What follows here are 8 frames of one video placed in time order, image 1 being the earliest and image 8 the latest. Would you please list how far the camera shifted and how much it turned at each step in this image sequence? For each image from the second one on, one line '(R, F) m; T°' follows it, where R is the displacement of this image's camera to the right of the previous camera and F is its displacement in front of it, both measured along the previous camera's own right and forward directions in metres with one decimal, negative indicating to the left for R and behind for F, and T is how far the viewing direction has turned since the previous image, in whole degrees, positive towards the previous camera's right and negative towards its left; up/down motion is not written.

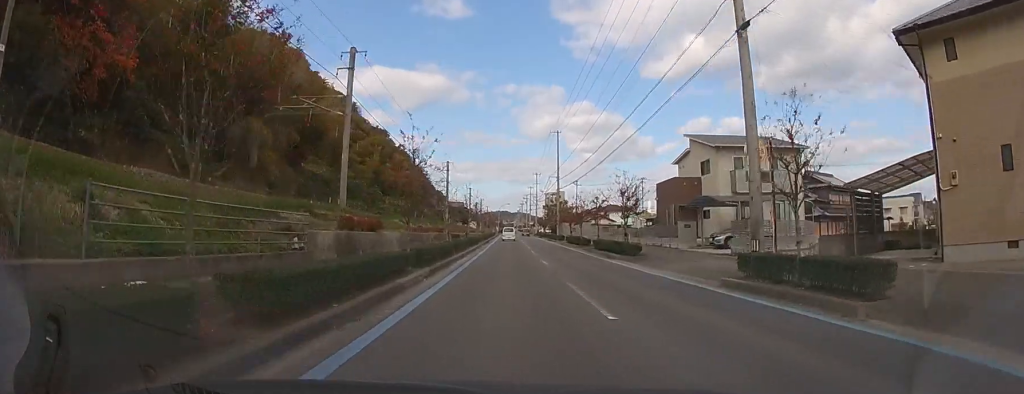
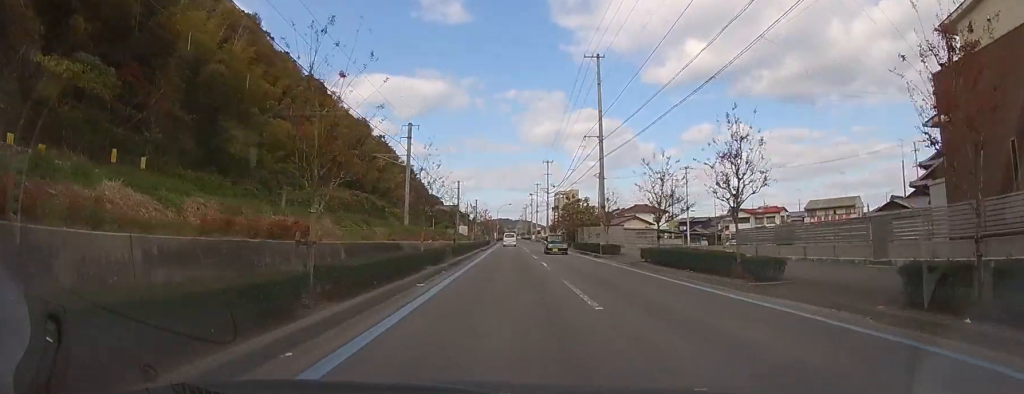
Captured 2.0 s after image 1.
(+0.2, +29.0) m; 0°
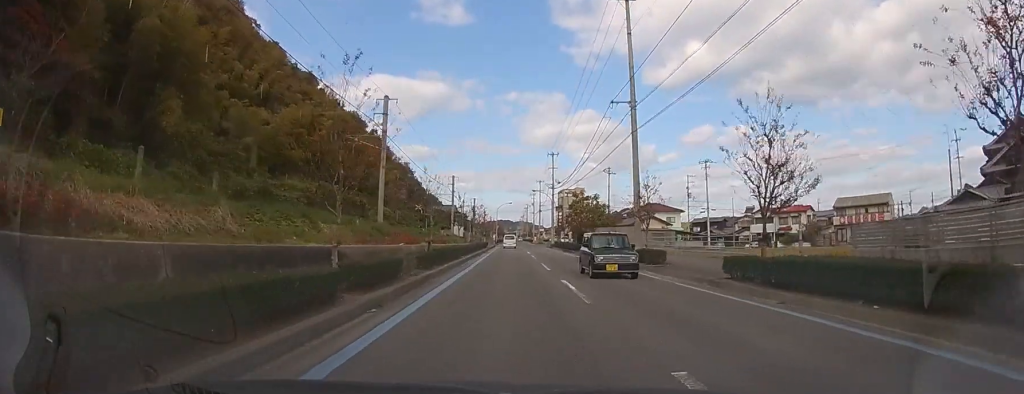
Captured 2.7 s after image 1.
(0.0, +9.0) m; 0°
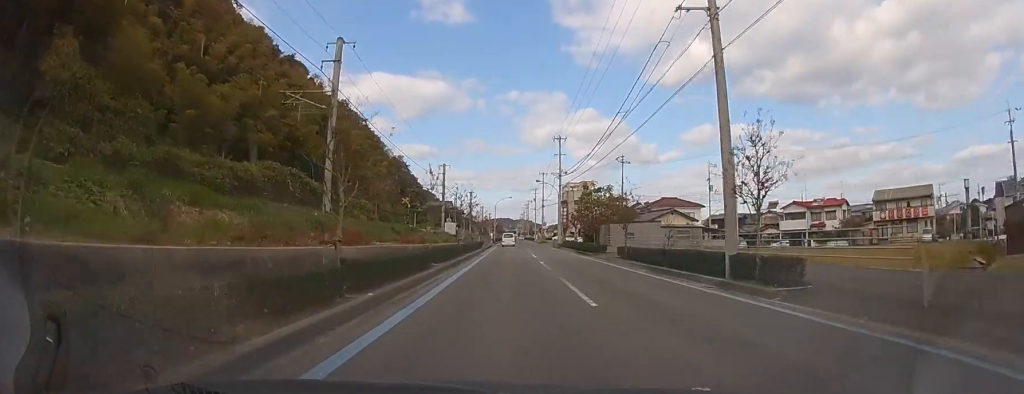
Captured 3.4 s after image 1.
(0.0, +10.5) m; 0°
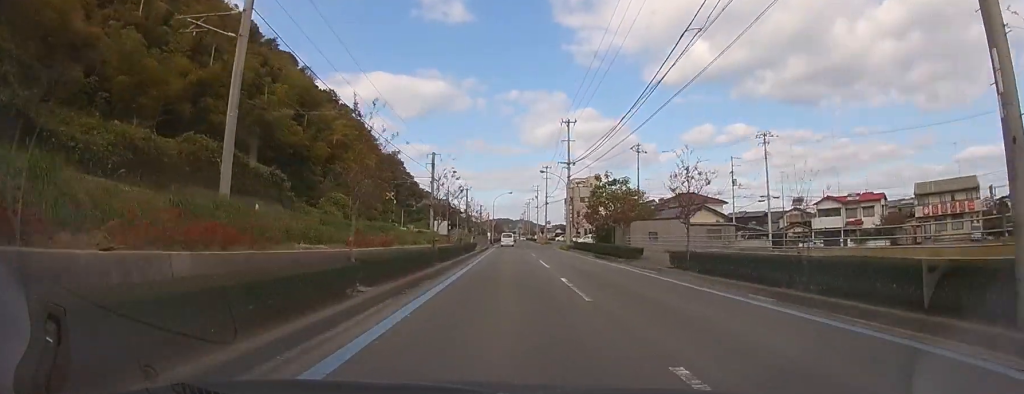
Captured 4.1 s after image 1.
(0.0, +9.5) m; 0°
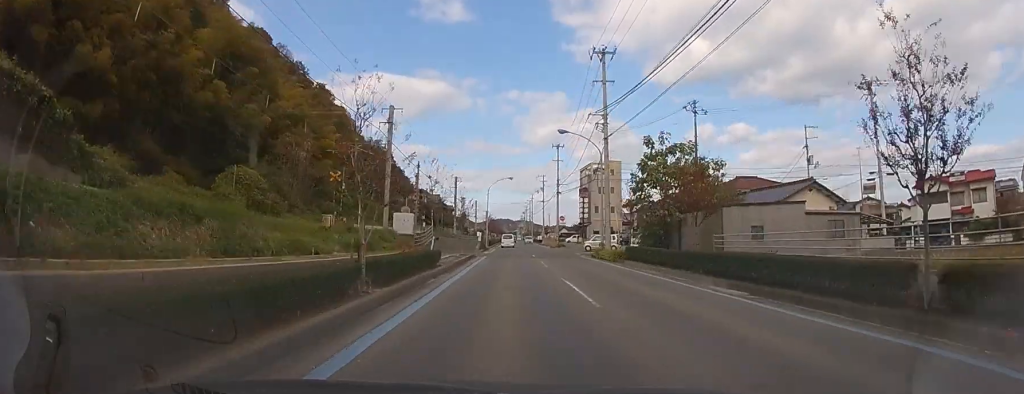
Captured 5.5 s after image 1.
(-0.1, +20.8) m; 0°
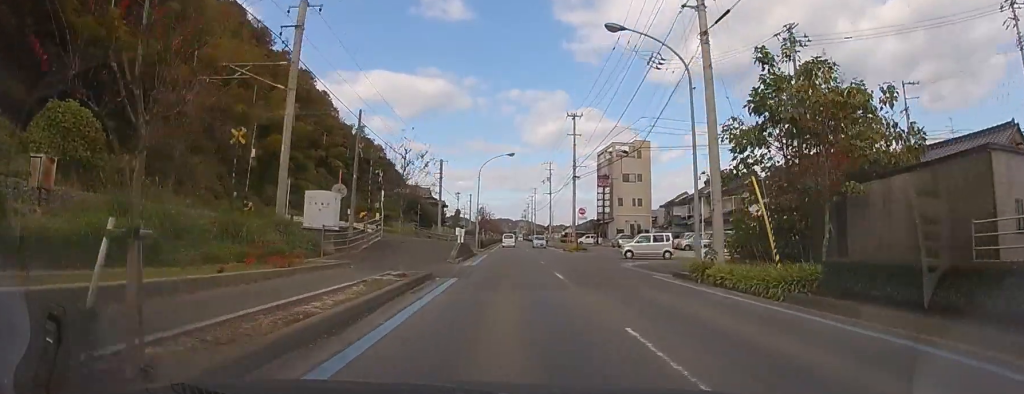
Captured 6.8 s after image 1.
(0.0, +17.3) m; 0°
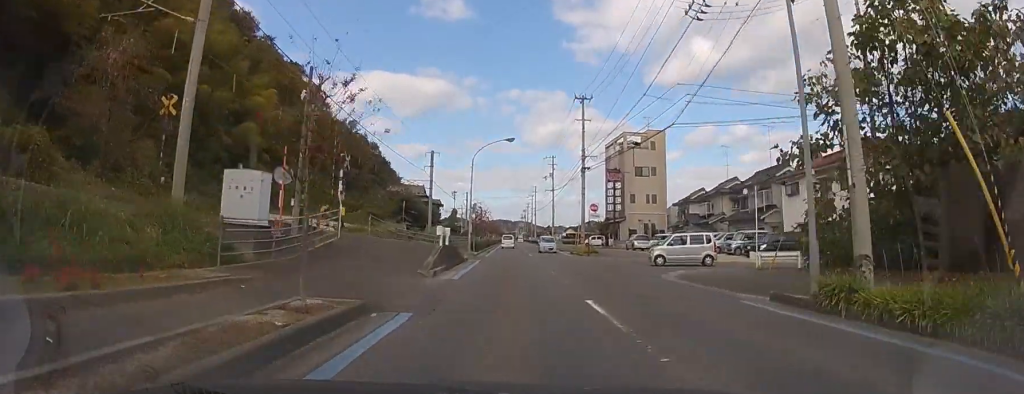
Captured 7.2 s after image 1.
(0.0, +6.5) m; 0°
